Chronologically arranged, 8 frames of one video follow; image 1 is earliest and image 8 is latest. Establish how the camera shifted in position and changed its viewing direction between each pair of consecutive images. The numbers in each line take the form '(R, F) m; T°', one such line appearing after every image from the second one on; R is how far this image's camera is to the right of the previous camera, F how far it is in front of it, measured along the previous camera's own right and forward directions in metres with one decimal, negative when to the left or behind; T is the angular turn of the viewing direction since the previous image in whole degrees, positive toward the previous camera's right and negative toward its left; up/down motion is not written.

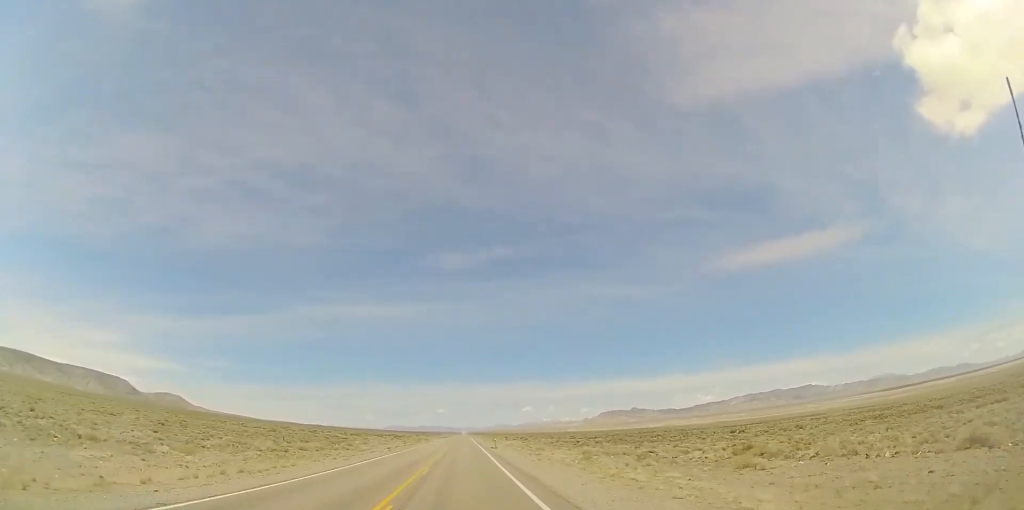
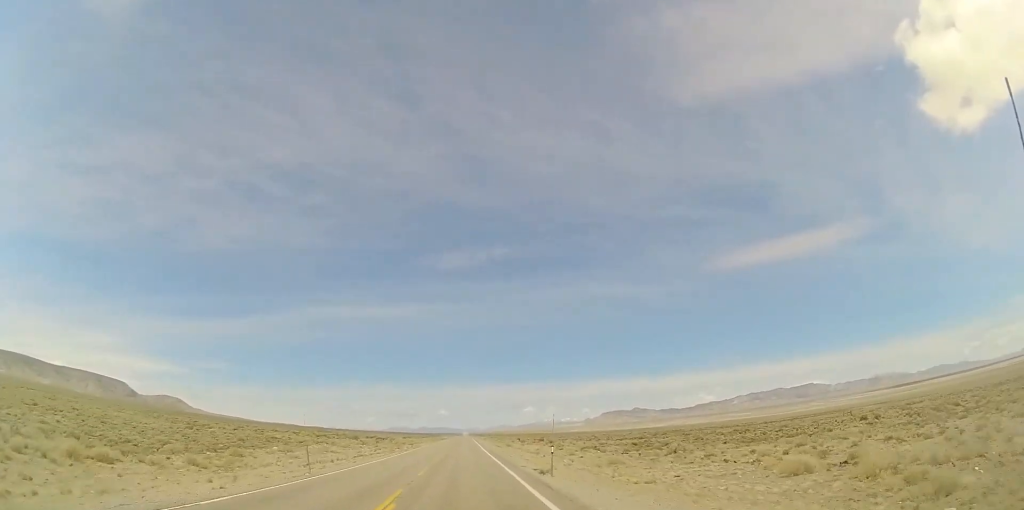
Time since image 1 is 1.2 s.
(+0.2, +36.3) m; 0°
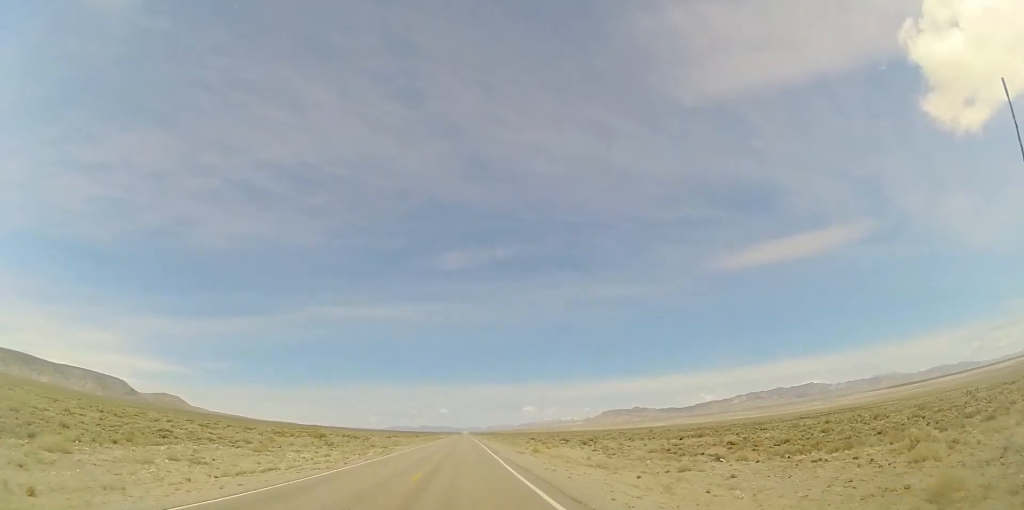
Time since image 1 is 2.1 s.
(-0.2, +28.2) m; 0°
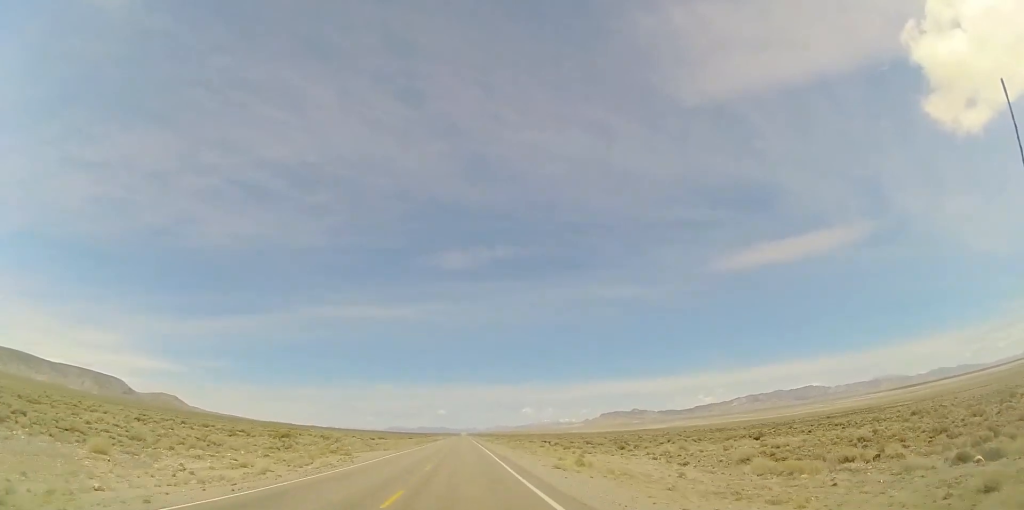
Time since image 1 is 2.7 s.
(0.0, +18.1) m; 0°
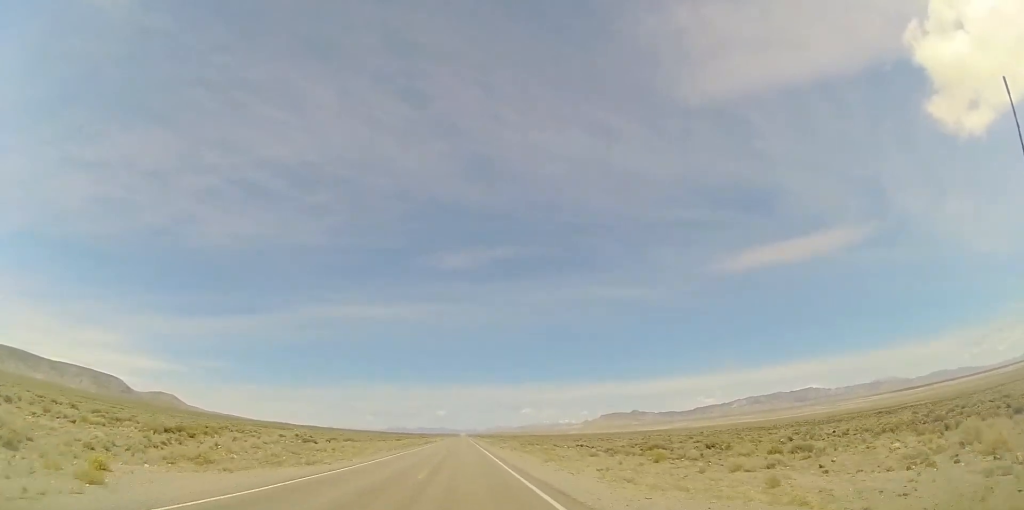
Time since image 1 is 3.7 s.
(0.0, +29.1) m; 0°
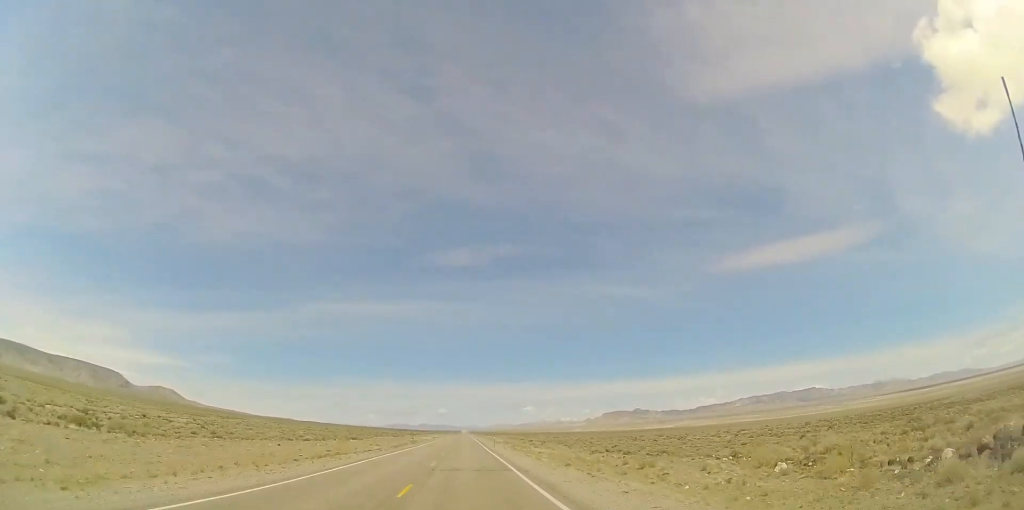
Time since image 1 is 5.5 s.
(+0.3, +54.8) m; +1°
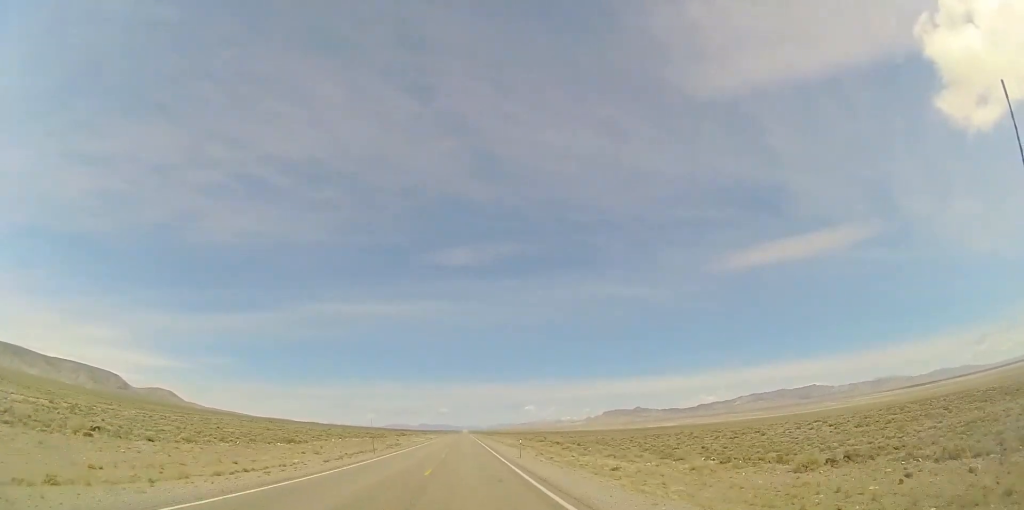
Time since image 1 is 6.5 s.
(0.0, +30.2) m; 0°
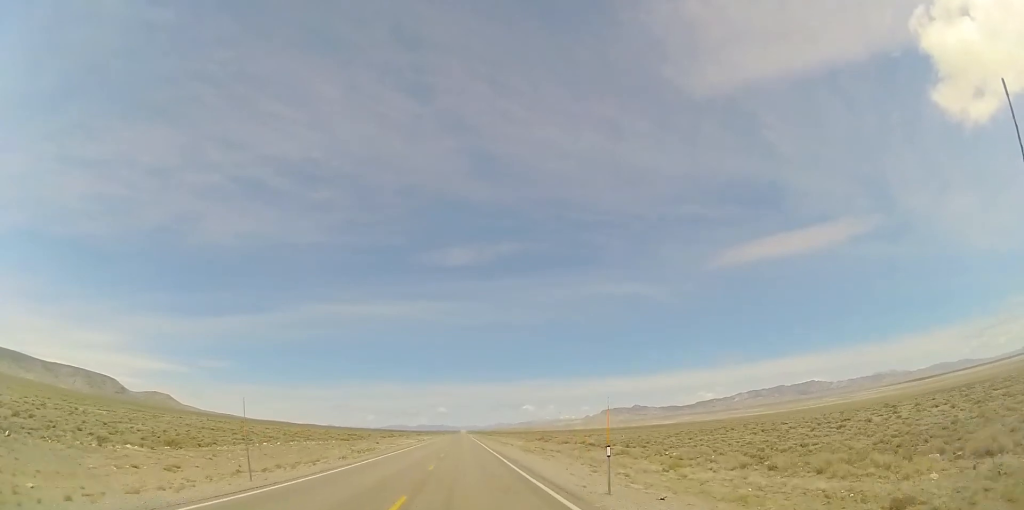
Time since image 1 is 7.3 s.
(-0.2, +22.1) m; 0°
